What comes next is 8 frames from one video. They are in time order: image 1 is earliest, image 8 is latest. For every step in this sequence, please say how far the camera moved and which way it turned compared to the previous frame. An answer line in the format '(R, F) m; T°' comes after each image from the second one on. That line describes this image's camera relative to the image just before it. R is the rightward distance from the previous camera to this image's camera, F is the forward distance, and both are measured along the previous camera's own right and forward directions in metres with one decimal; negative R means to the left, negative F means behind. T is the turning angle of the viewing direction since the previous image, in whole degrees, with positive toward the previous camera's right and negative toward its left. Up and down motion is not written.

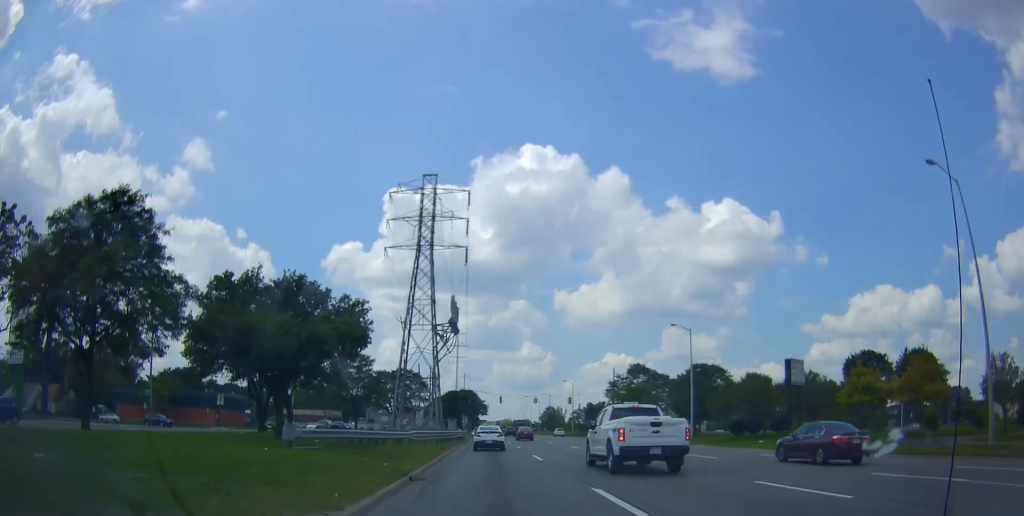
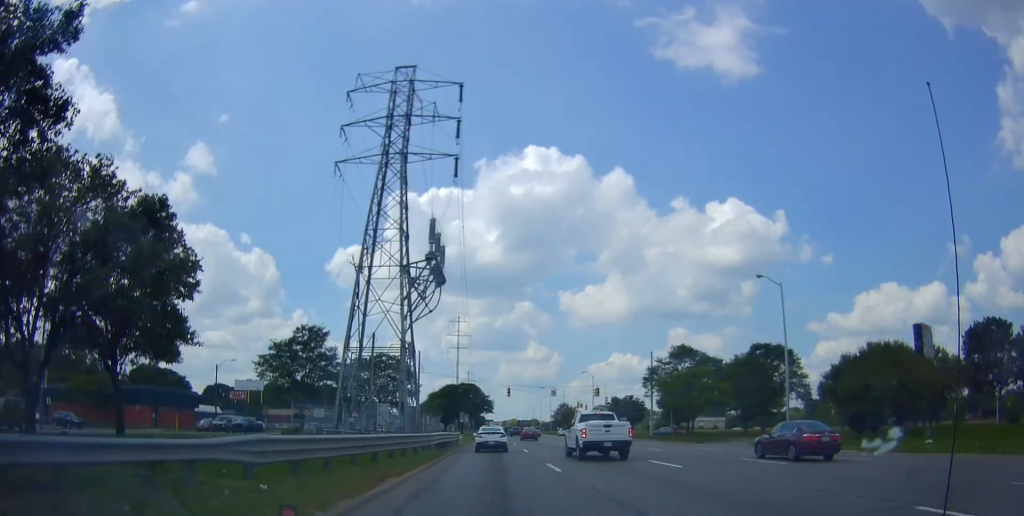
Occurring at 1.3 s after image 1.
(0.0, +22.8) m; 0°
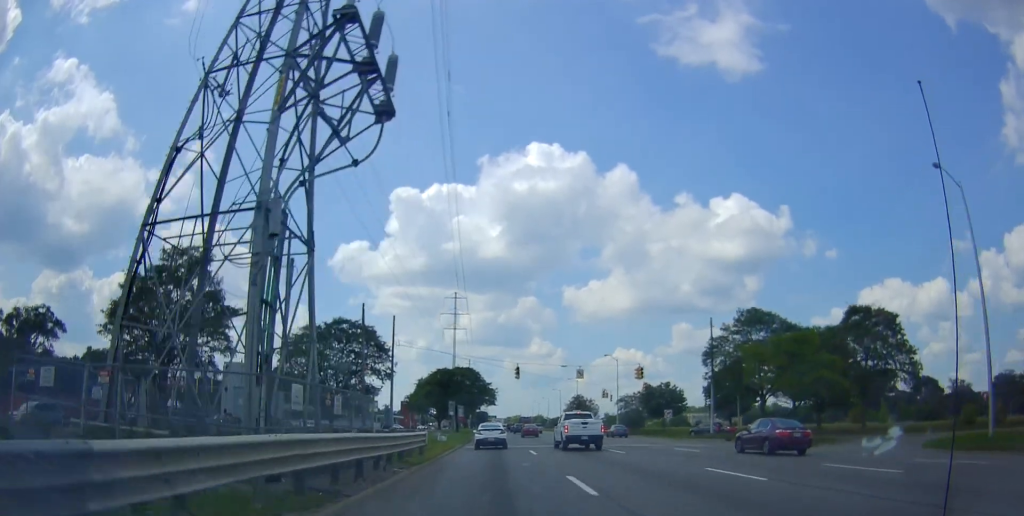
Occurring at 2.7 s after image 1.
(0.0, +22.7) m; 0°
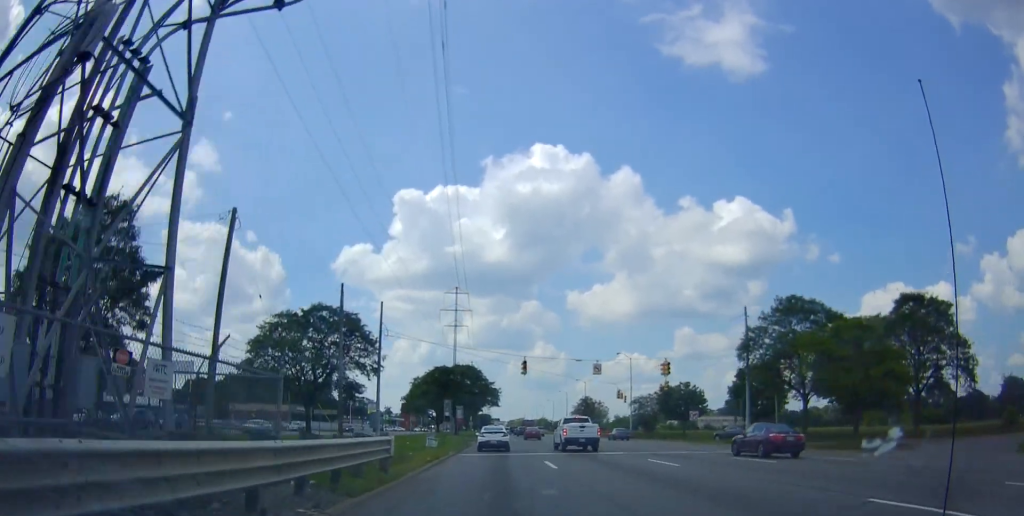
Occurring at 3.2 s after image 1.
(0.0, +7.7) m; -1°
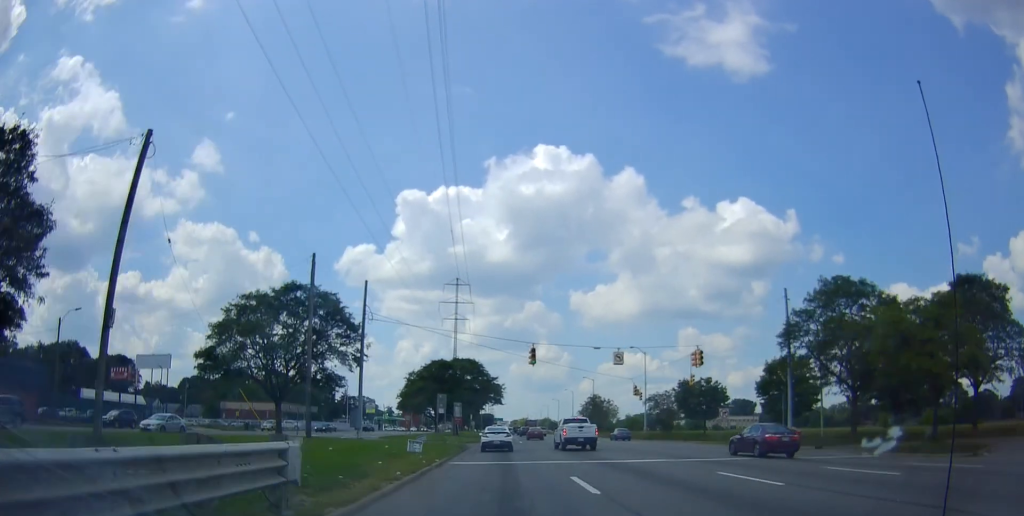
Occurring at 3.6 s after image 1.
(+0.1, +7.2) m; -1°
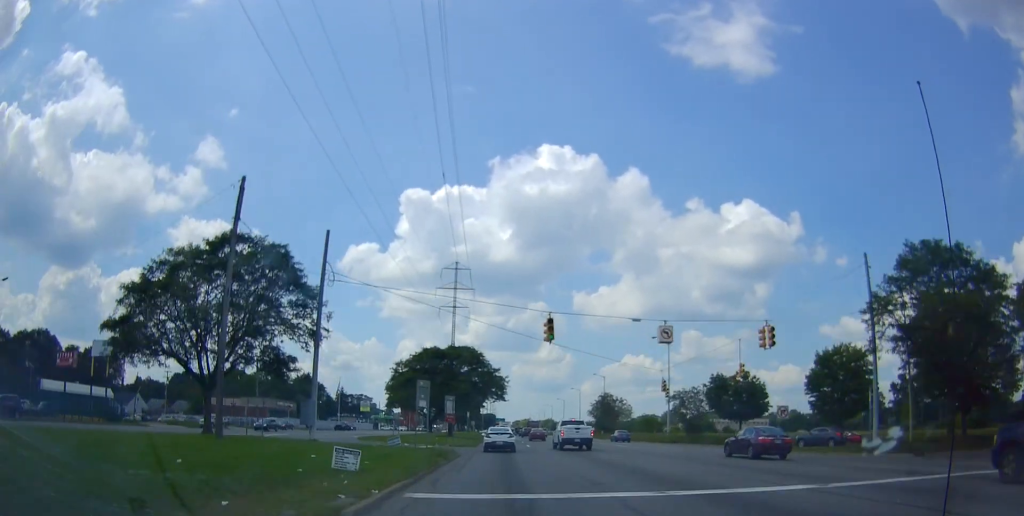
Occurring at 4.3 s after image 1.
(-0.4, +10.7) m; 0°
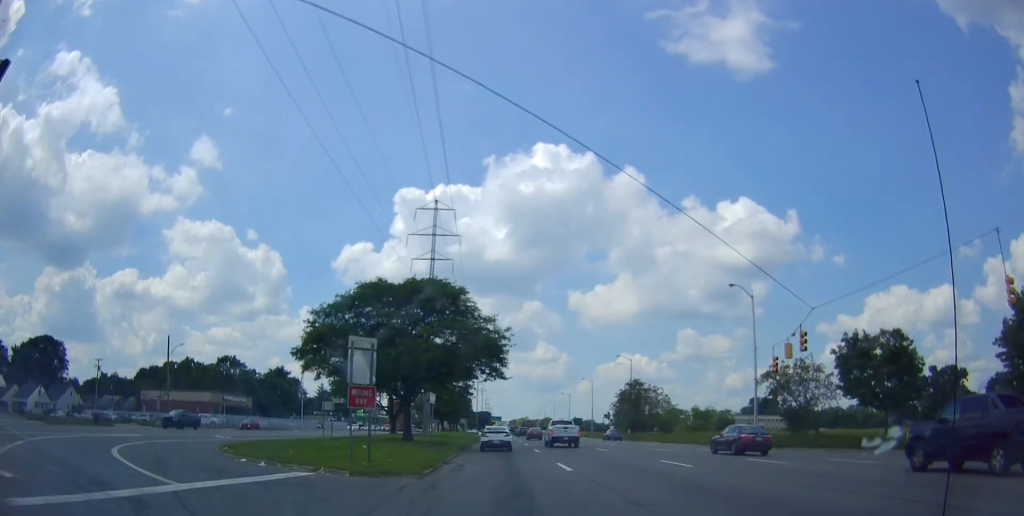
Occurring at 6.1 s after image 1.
(+0.2, +26.7) m; 0°
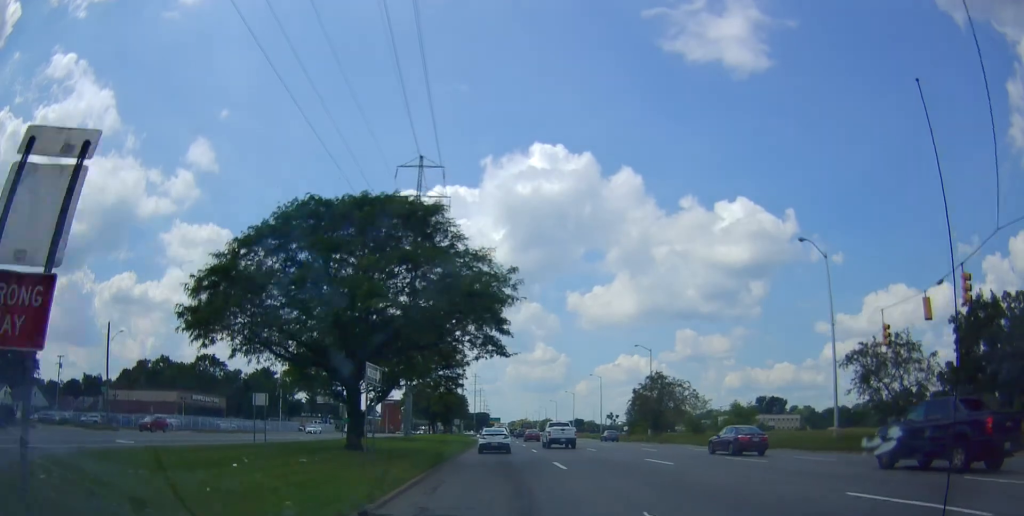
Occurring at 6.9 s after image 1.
(-0.1, +12.6) m; 0°
